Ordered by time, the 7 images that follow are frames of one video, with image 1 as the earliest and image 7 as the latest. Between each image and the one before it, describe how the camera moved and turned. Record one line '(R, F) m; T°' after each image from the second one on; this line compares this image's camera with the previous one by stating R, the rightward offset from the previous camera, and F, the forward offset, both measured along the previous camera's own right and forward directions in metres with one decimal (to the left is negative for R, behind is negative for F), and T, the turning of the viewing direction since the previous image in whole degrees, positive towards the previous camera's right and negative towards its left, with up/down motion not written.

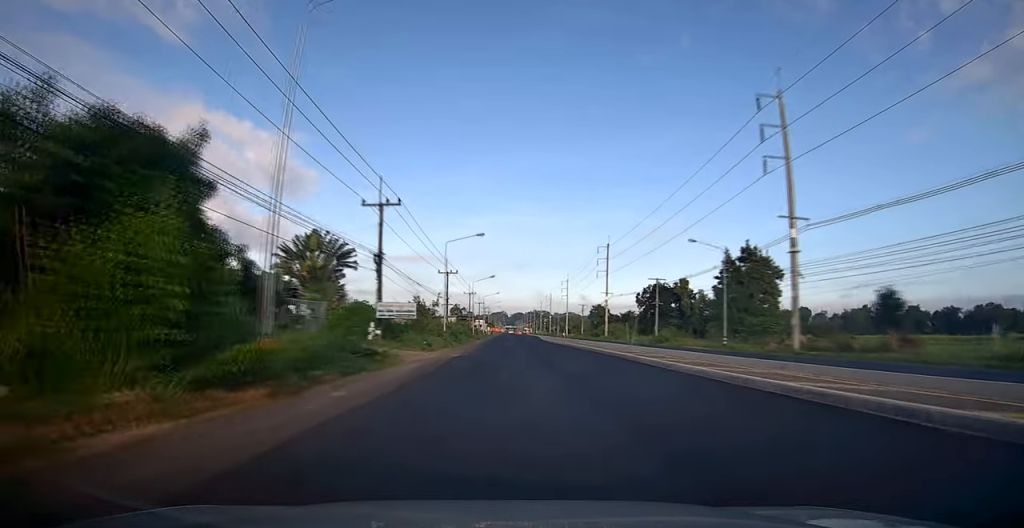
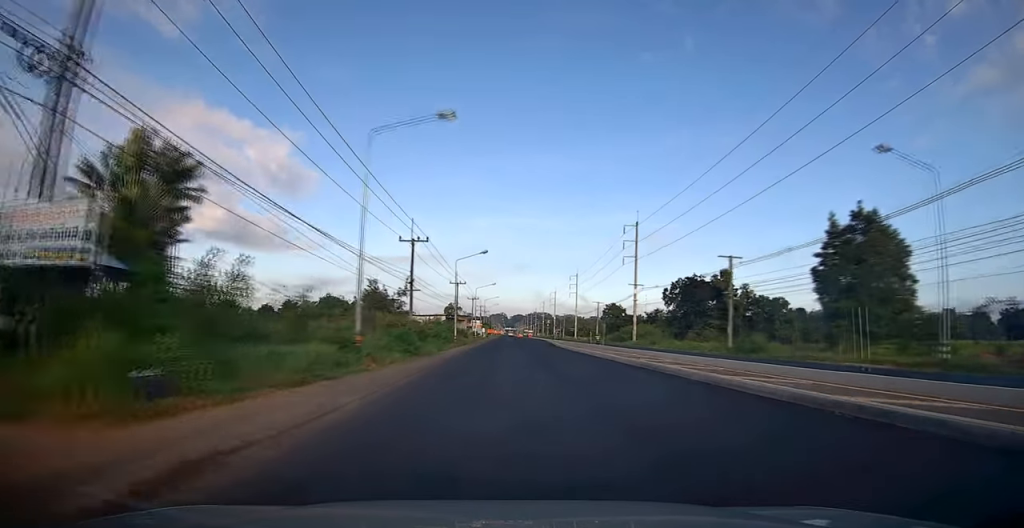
(+0.2, +27.1) m; +1°
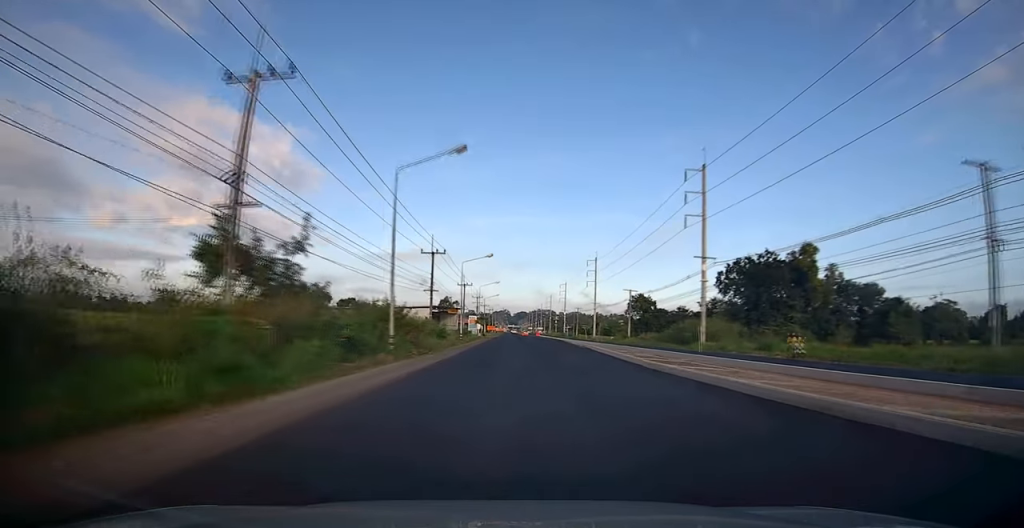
(0.0, +31.7) m; 0°
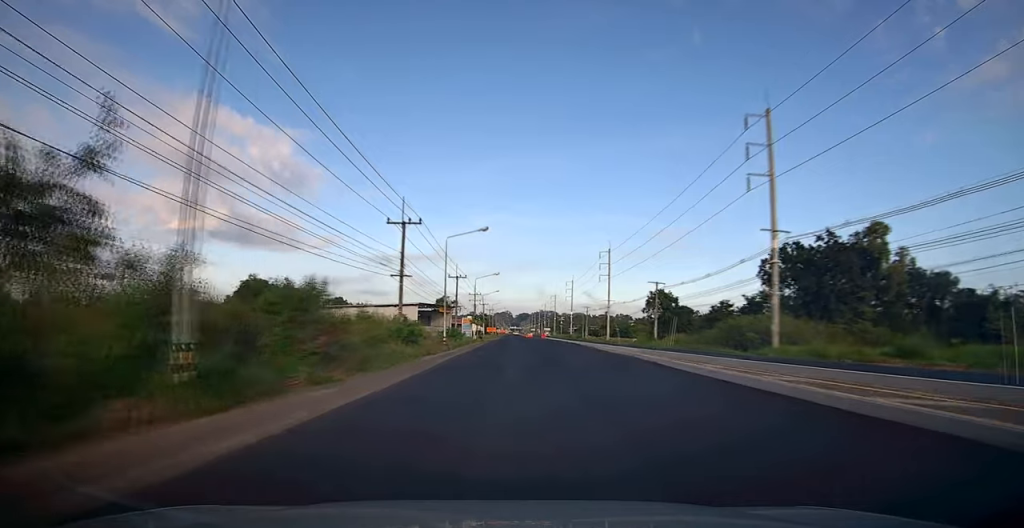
(-0.1, +16.6) m; -1°
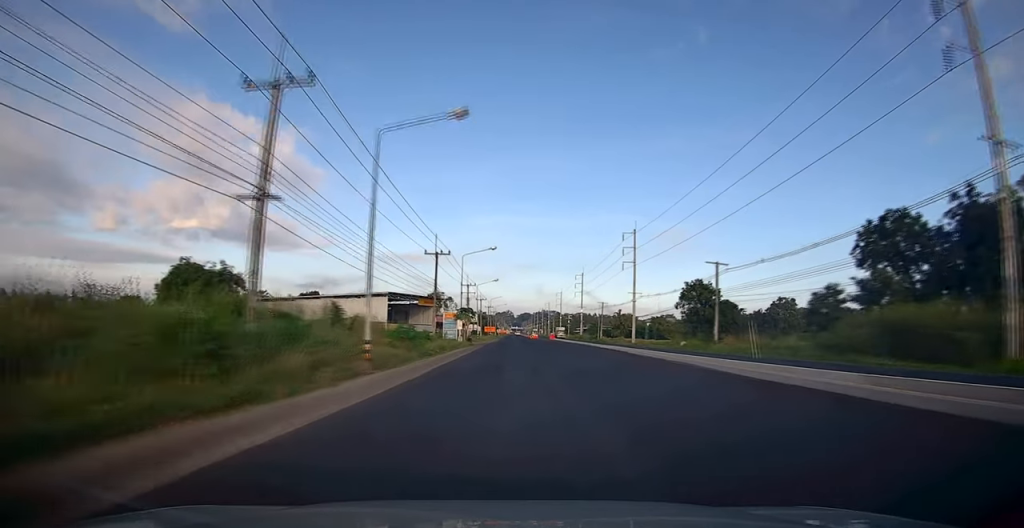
(-0.1, +23.7) m; +1°
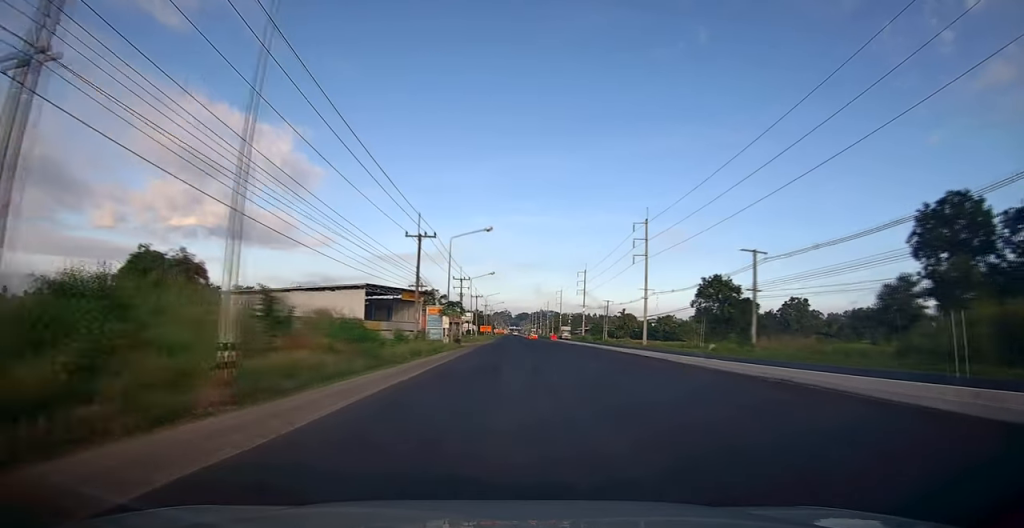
(+0.2, +9.8) m; +1°
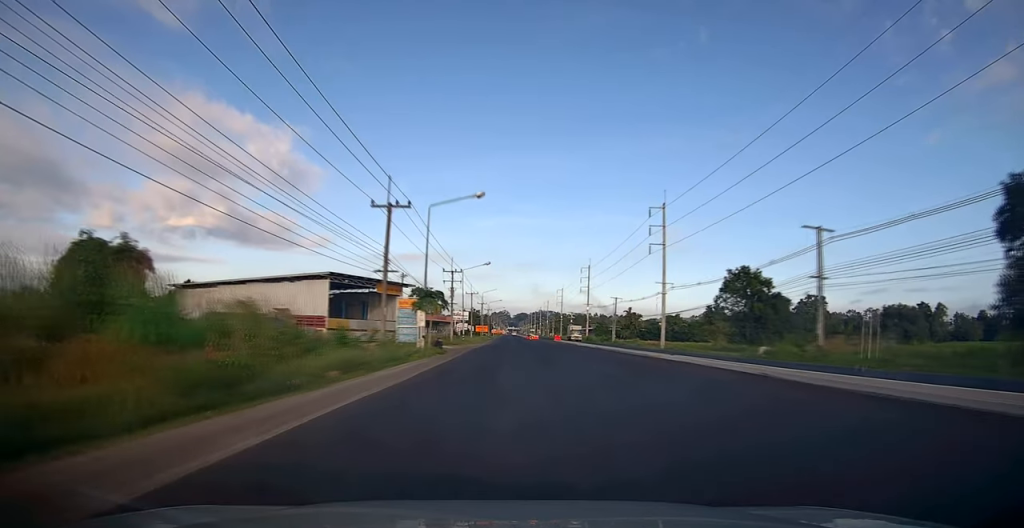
(0.0, +11.2) m; 0°
